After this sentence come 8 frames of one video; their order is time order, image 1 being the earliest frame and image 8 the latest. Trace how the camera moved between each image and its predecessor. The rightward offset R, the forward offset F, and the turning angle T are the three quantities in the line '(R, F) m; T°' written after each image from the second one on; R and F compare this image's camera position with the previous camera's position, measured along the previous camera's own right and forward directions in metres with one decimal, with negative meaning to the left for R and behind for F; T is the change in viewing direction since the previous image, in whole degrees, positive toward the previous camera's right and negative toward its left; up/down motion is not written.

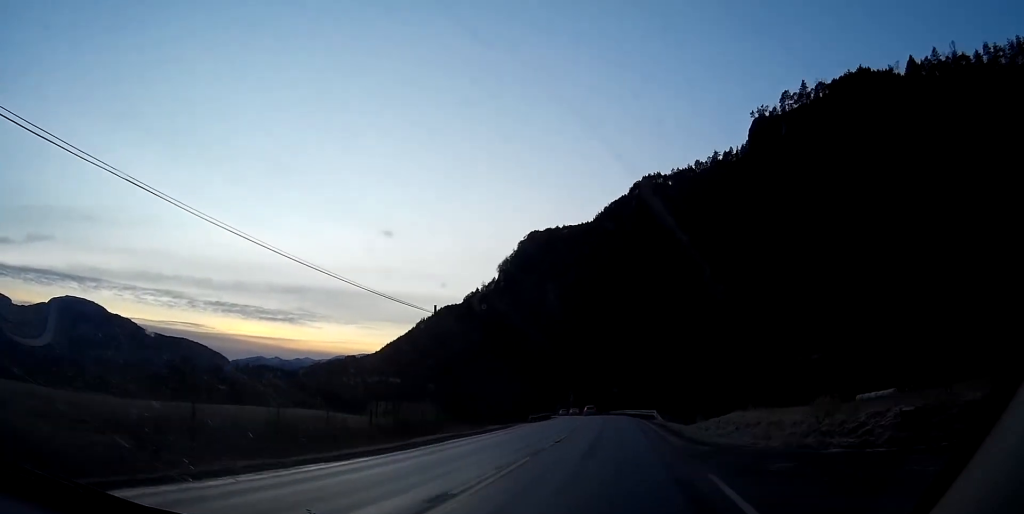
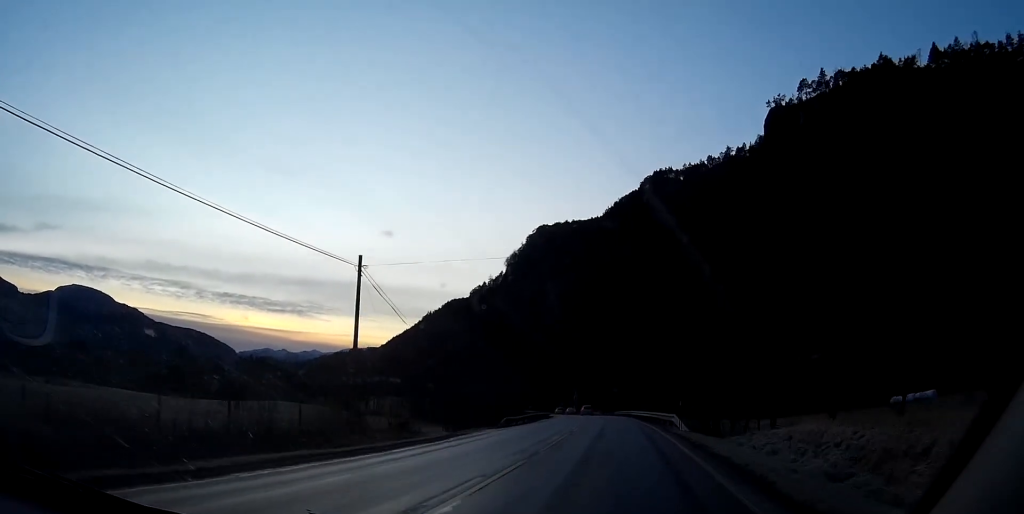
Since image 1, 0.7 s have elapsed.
(0.0, +13.5) m; 0°
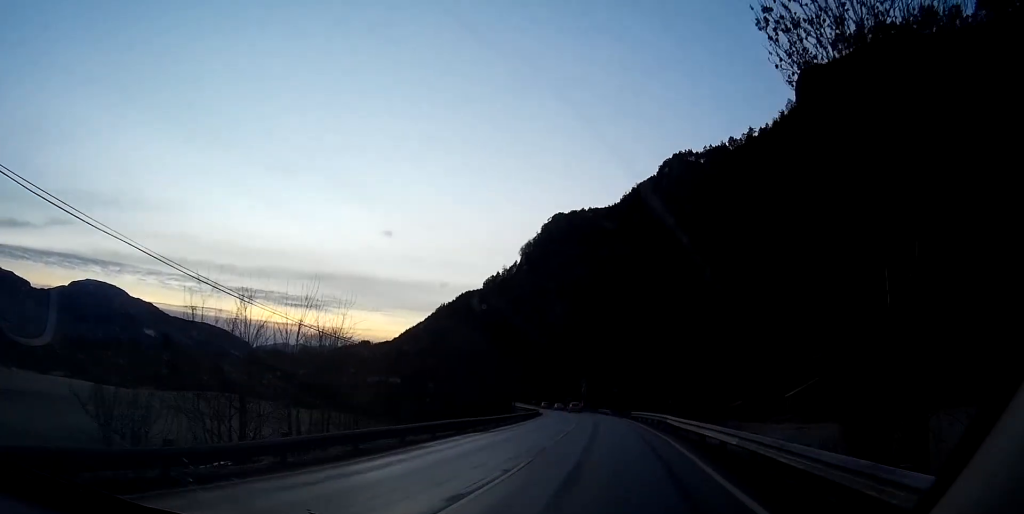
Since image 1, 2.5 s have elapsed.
(-0.7, +34.3) m; -3°
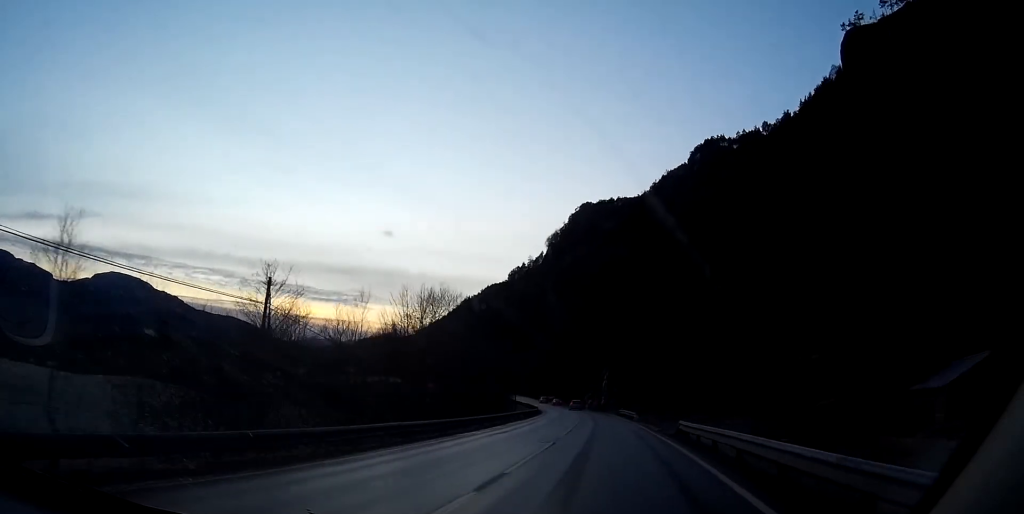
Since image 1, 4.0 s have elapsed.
(-1.1, +31.0) m; -3°
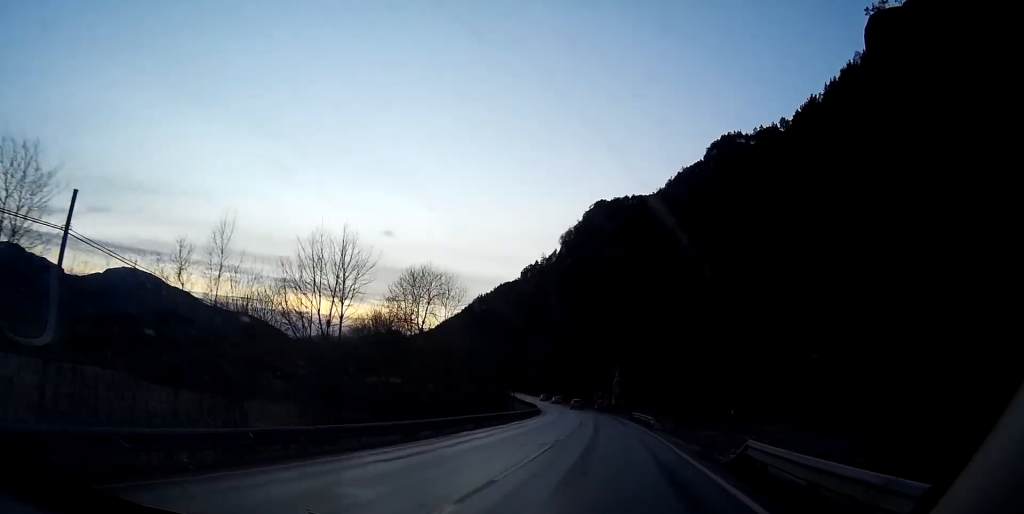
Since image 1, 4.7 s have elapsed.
(-0.1, +13.5) m; -1°
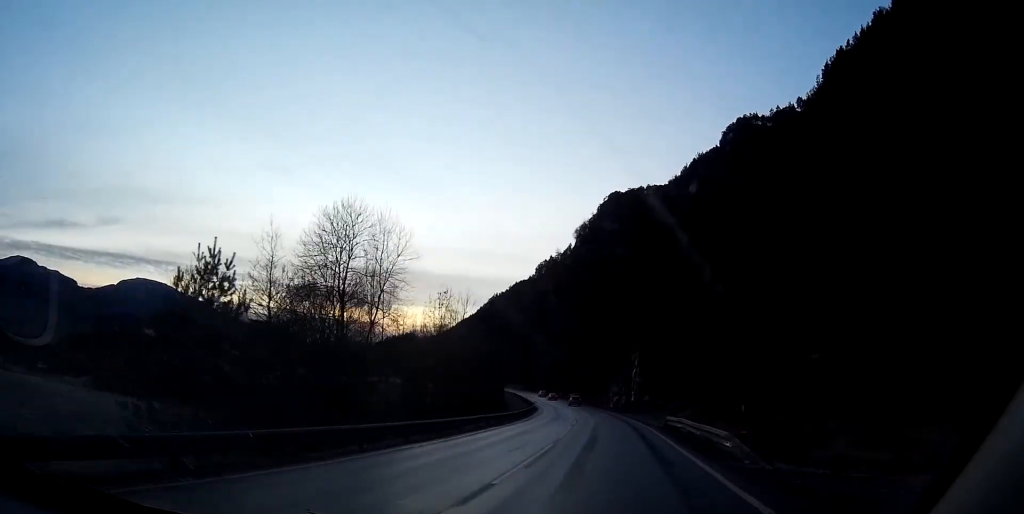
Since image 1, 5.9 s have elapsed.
(-0.3, +24.5) m; -1°
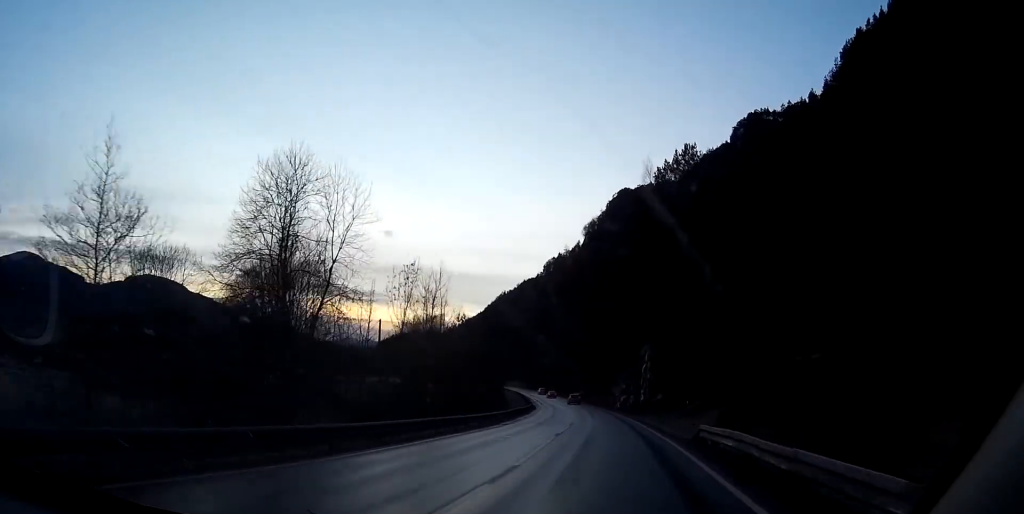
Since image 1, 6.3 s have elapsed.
(-0.1, +10.0) m; -1°
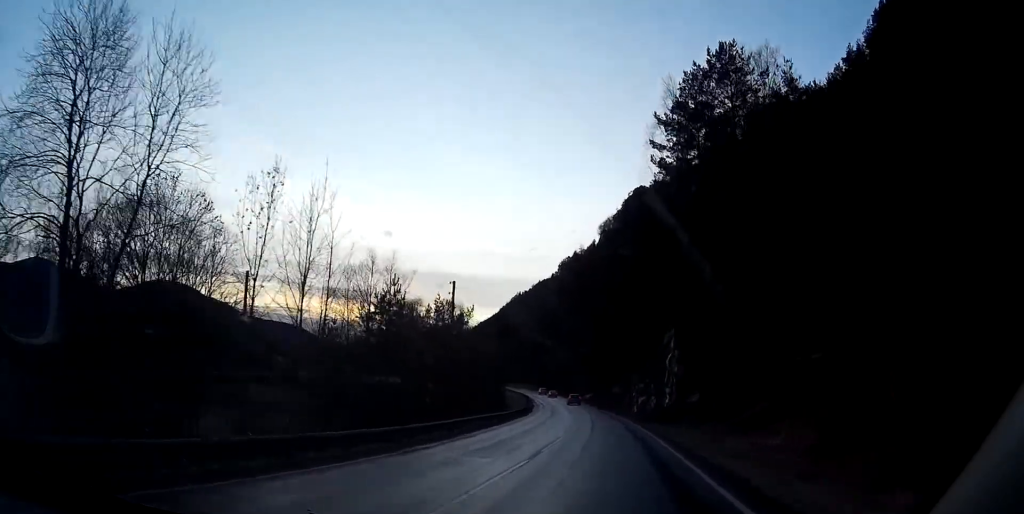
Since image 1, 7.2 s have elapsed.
(-0.2, +18.8) m; -1°
